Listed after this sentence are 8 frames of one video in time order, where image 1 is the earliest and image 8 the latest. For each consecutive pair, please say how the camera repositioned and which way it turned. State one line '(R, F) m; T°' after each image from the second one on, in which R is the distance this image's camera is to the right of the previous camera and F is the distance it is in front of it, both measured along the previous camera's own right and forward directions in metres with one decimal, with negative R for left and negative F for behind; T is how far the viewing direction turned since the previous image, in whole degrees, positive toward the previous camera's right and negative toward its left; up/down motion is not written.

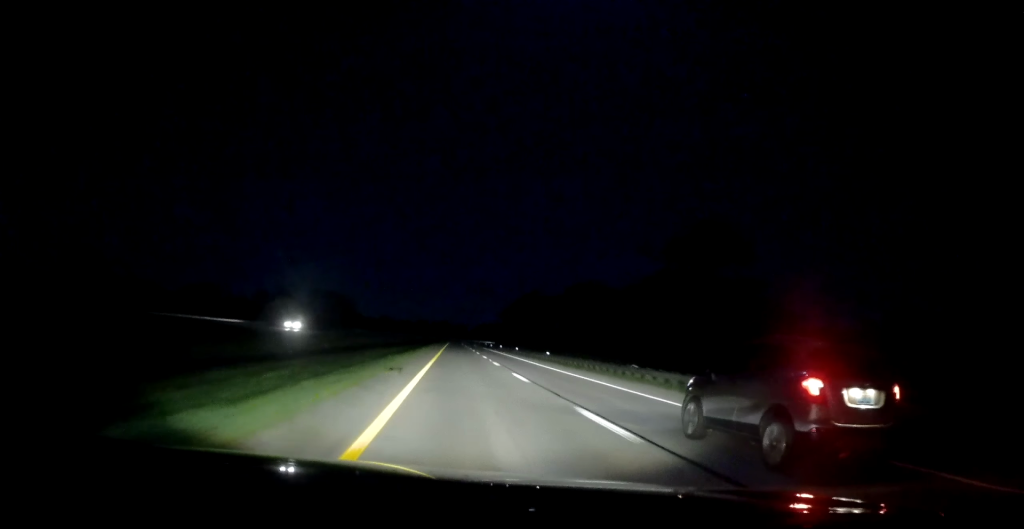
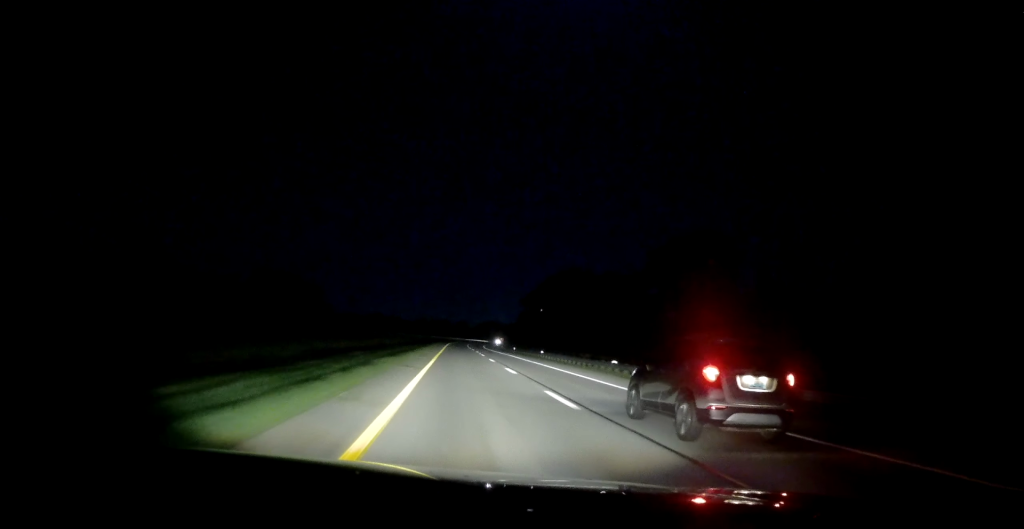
(+0.6, +56.4) m; 0°
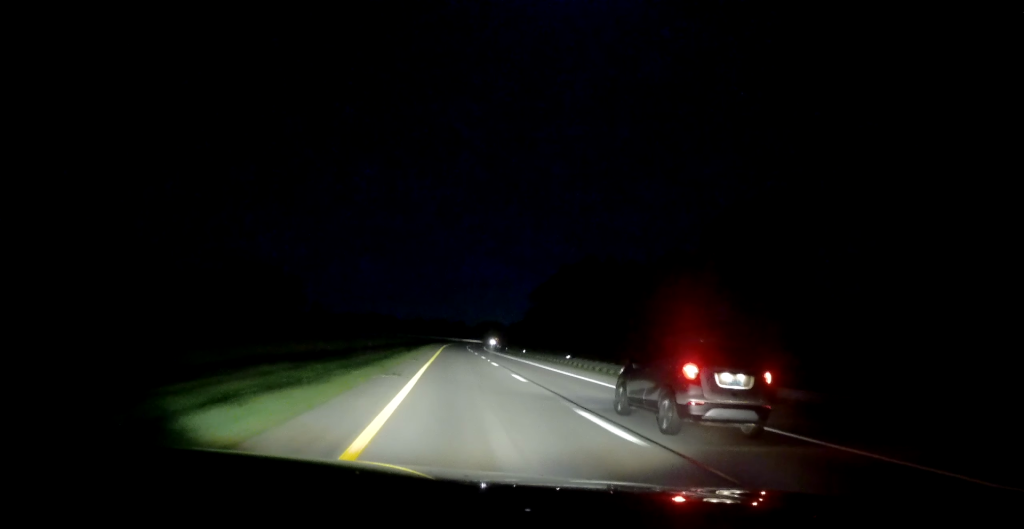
(-0.1, +16.4) m; 0°
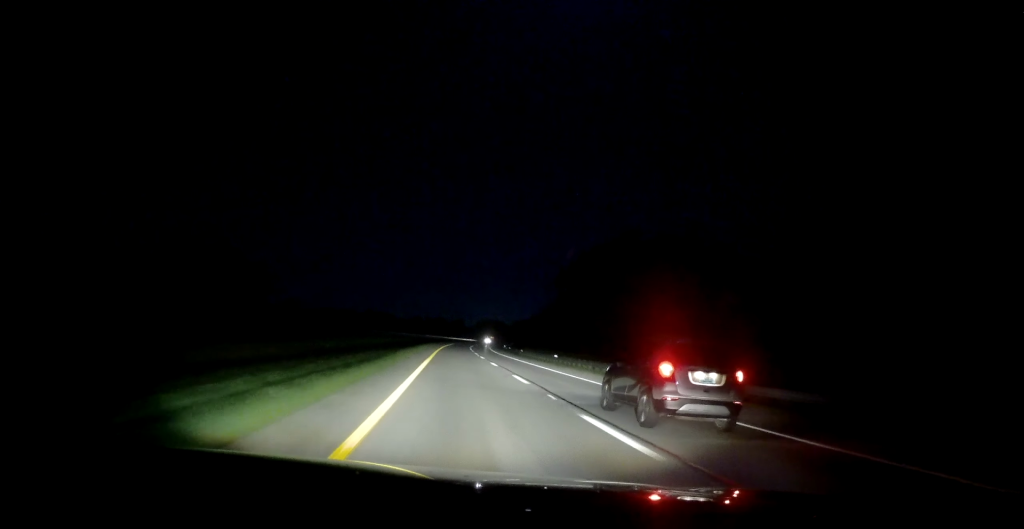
(-0.1, +25.1) m; 0°
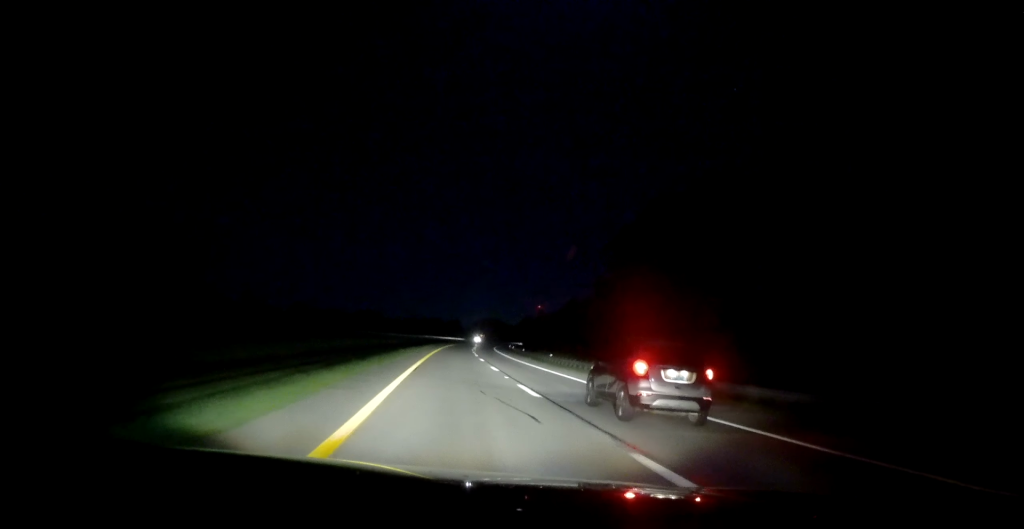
(+0.4, +28.4) m; 0°
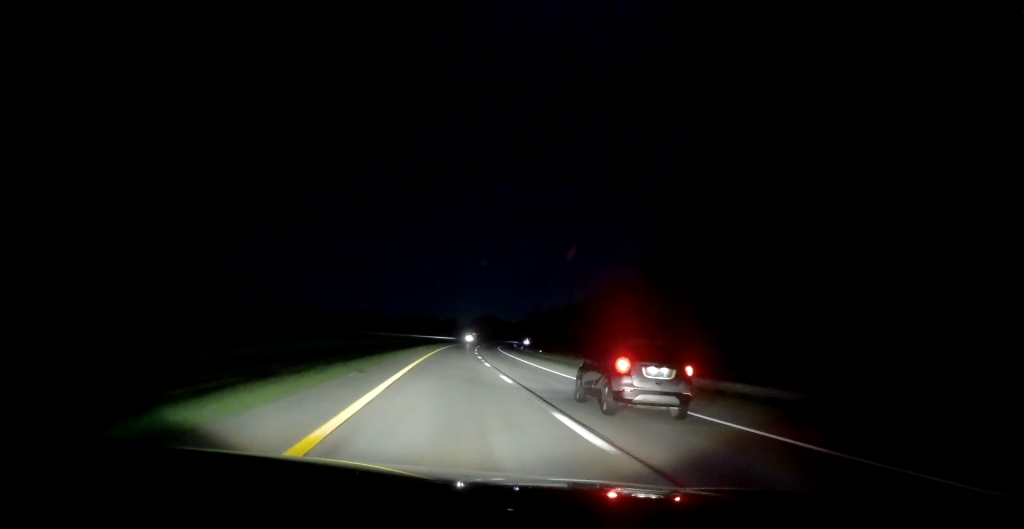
(-0.3, +19.6) m; 0°
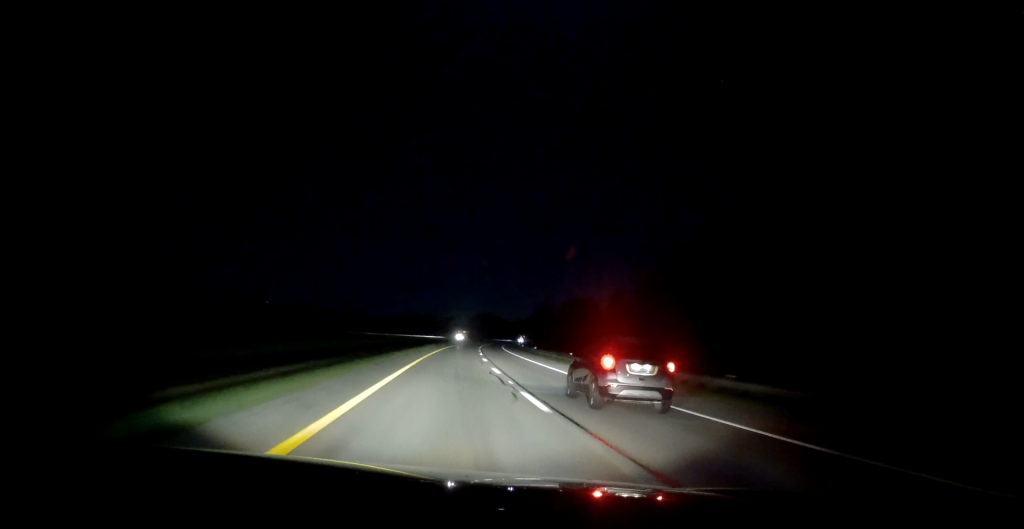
(-0.1, +19.6) m; 0°
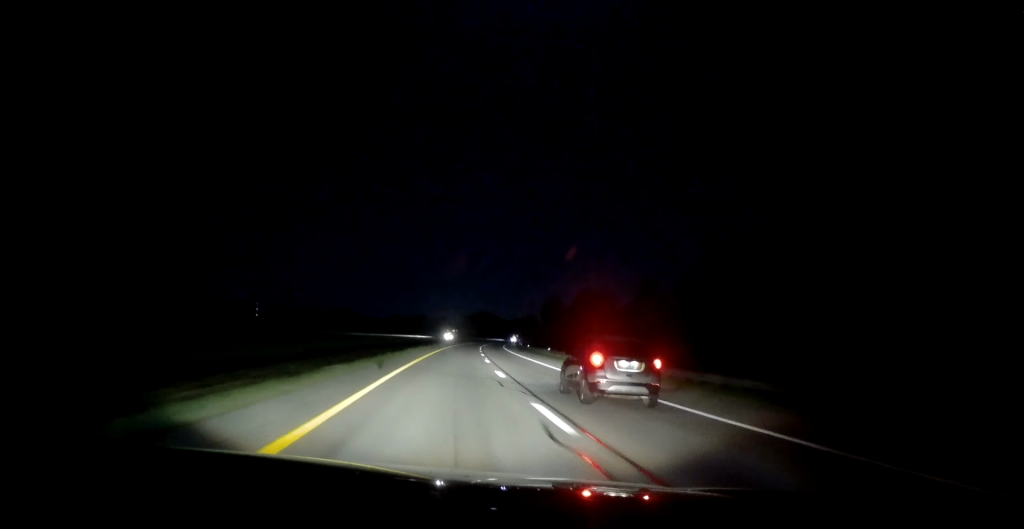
(+0.2, +15.2) m; +1°
